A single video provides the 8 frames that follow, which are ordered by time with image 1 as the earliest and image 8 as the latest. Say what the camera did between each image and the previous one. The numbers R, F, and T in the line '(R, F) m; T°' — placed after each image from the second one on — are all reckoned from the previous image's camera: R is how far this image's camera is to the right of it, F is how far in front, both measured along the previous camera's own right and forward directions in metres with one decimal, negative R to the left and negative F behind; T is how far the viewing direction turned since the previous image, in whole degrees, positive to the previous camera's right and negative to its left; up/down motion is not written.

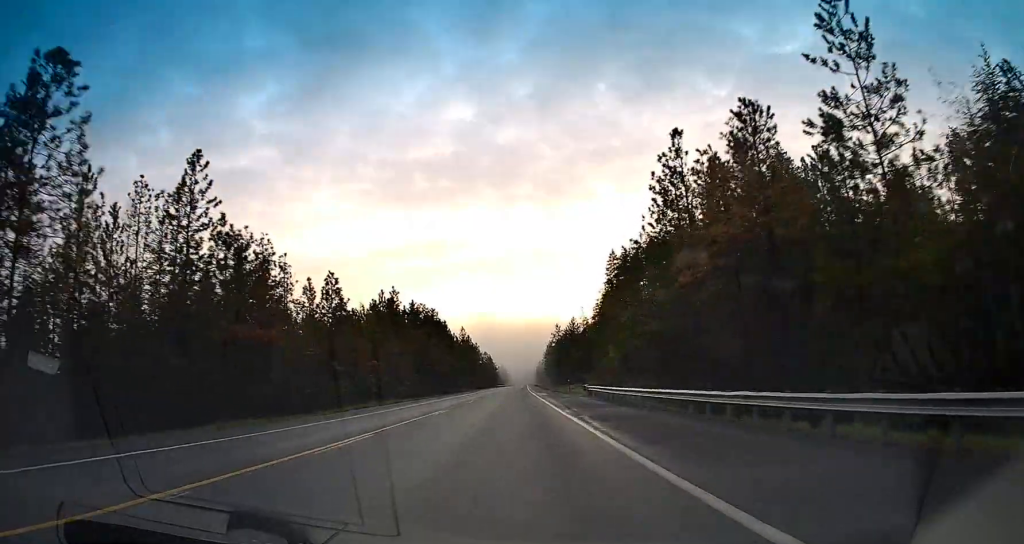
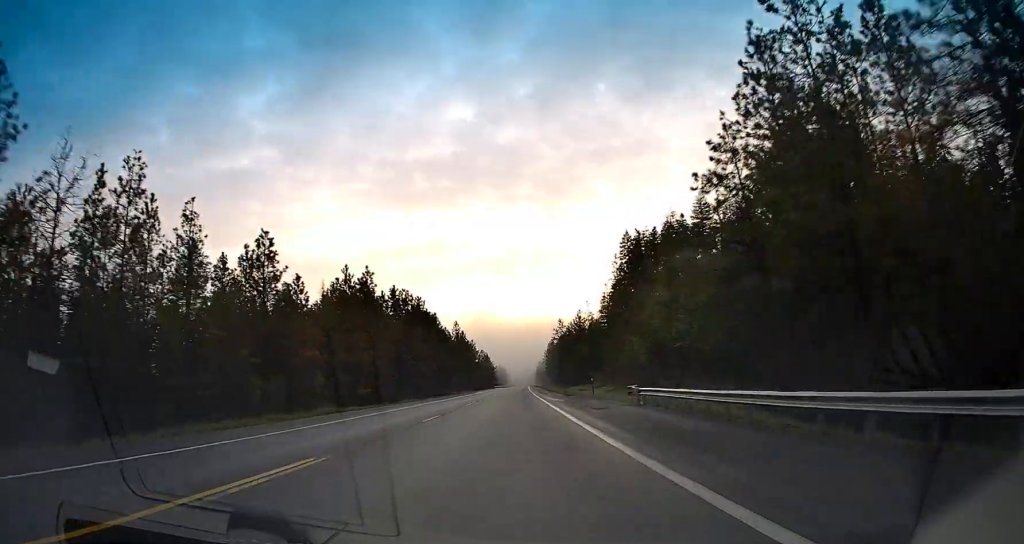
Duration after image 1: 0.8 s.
(-0.4, +21.3) m; 0°
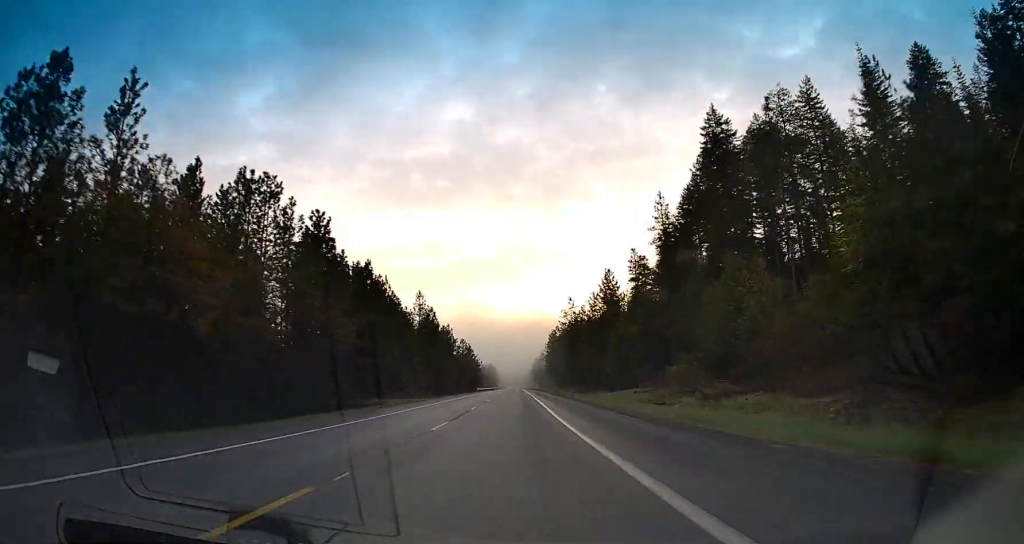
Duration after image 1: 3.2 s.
(+0.5, +63.0) m; +1°
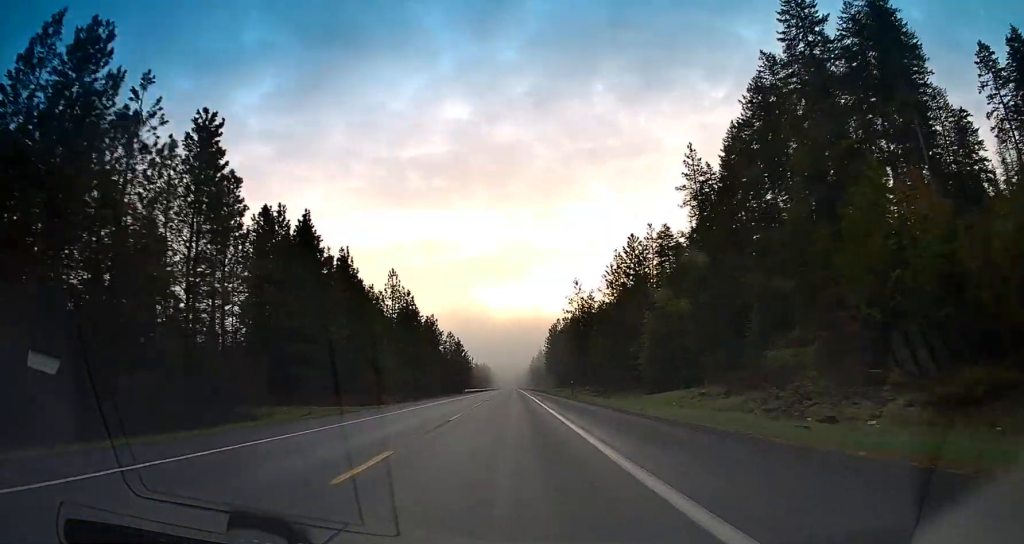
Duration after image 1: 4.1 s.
(+0.5, +25.8) m; 0°
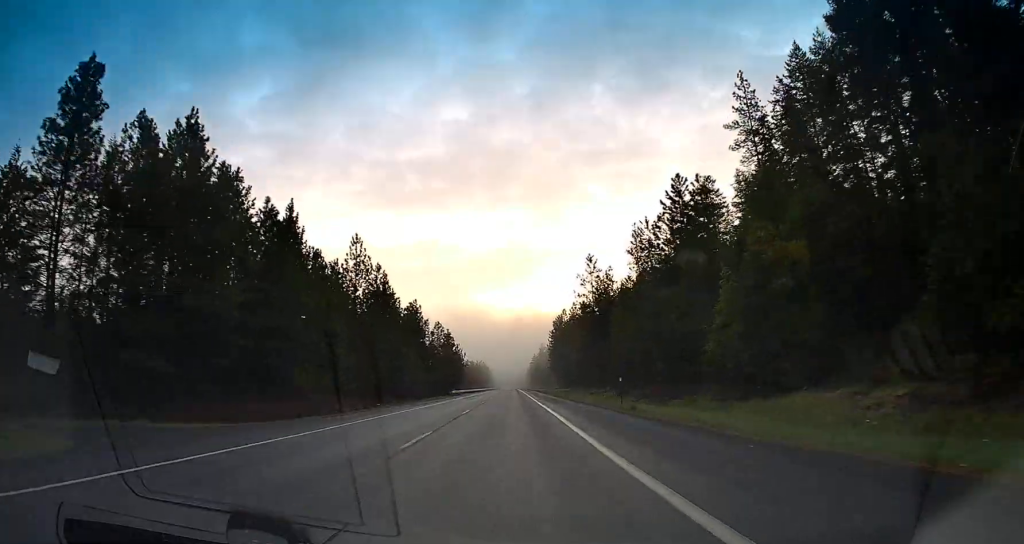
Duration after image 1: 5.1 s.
(-0.4, +24.9) m; -1°
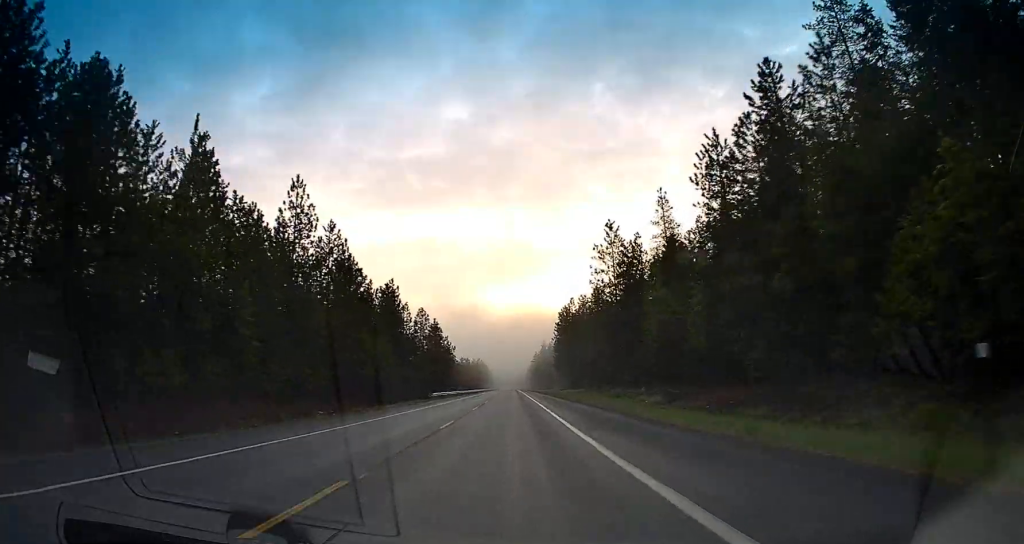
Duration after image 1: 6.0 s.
(0.0, +23.9) m; 0°
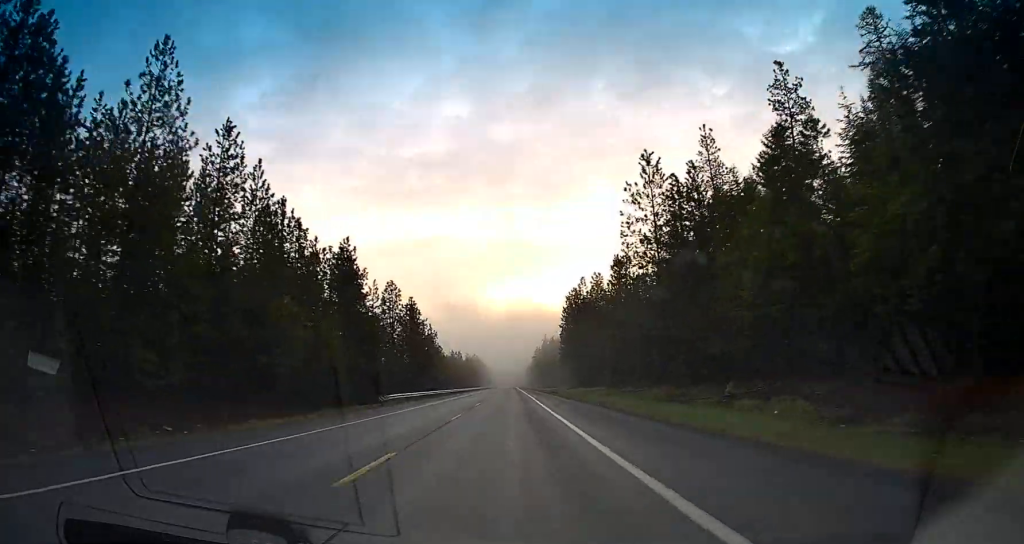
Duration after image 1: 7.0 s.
(-0.1, +26.7) m; +1°
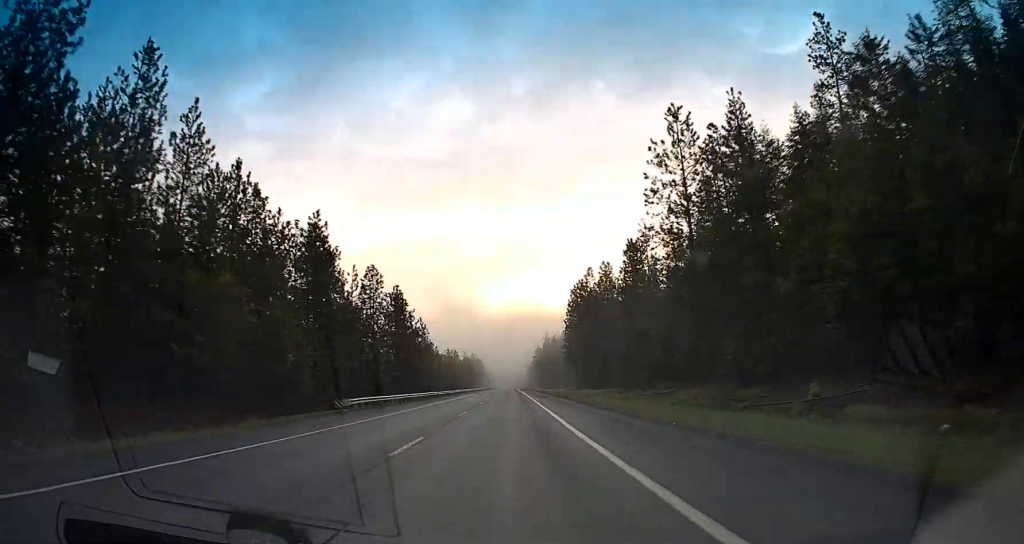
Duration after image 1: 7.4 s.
(+0.1, +11.6) m; 0°
